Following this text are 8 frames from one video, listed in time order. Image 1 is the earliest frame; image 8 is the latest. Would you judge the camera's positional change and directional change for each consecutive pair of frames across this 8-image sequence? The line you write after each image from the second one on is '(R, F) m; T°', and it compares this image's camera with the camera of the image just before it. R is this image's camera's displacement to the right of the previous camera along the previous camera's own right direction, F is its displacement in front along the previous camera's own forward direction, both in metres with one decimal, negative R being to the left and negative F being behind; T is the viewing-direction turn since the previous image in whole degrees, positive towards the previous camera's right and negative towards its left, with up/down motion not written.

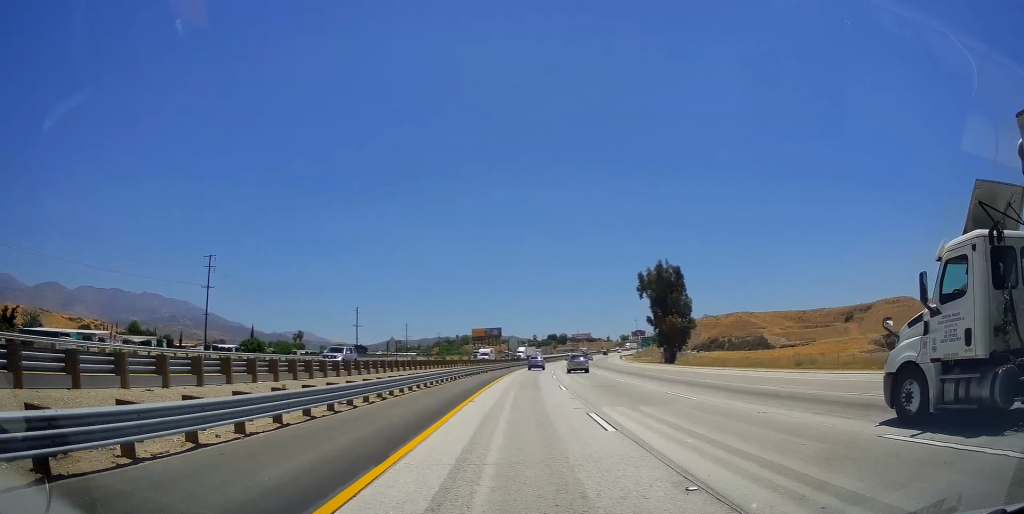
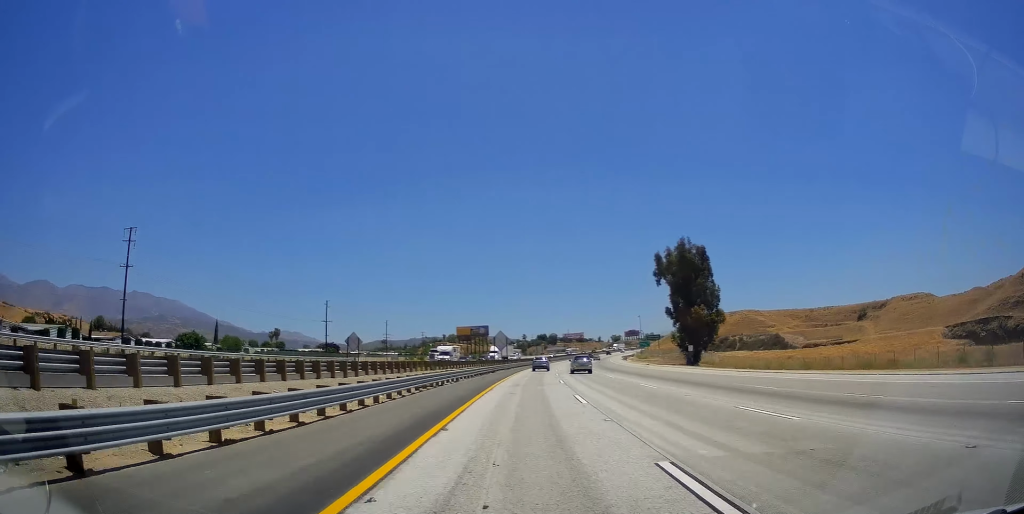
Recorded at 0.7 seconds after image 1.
(0.0, +21.9) m; +1°
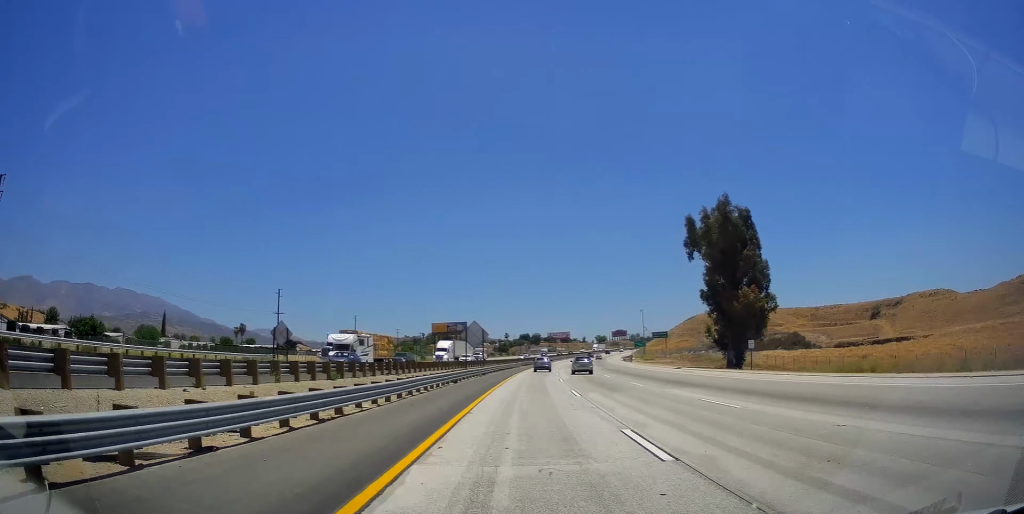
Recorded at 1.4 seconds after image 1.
(+0.4, +24.2) m; +2°
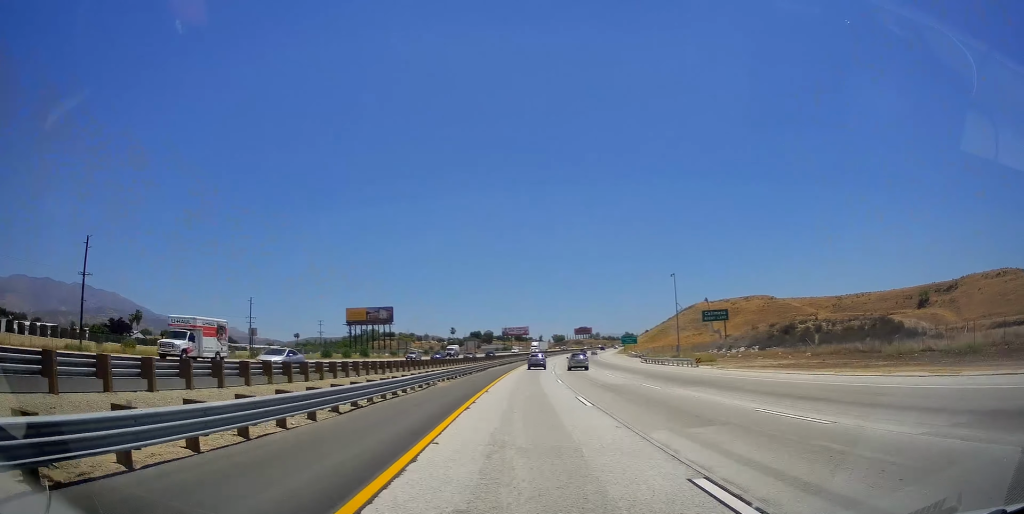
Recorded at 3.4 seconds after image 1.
(+2.5, +63.7) m; +5°
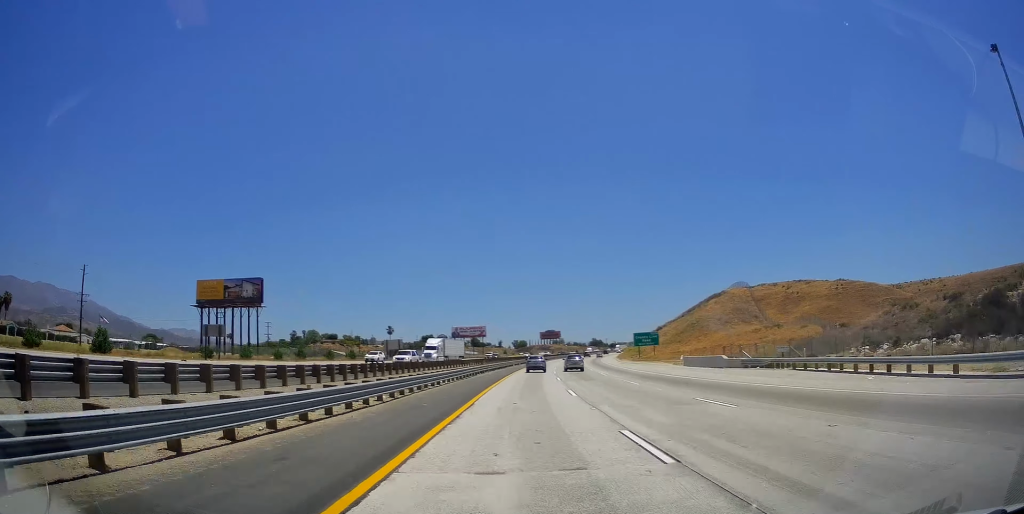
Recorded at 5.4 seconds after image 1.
(+2.2, +69.6) m; +3°
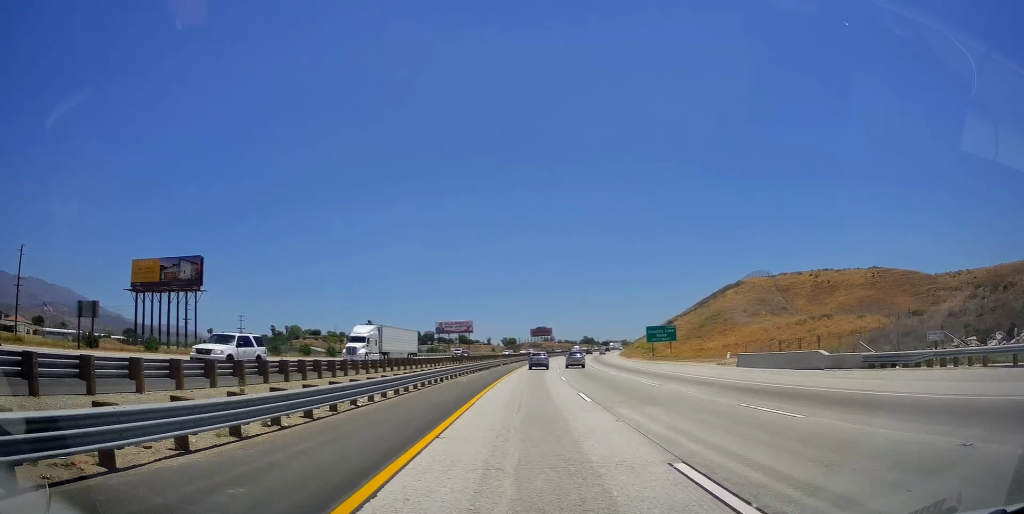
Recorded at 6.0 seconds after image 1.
(+0.1, +18.9) m; +1°
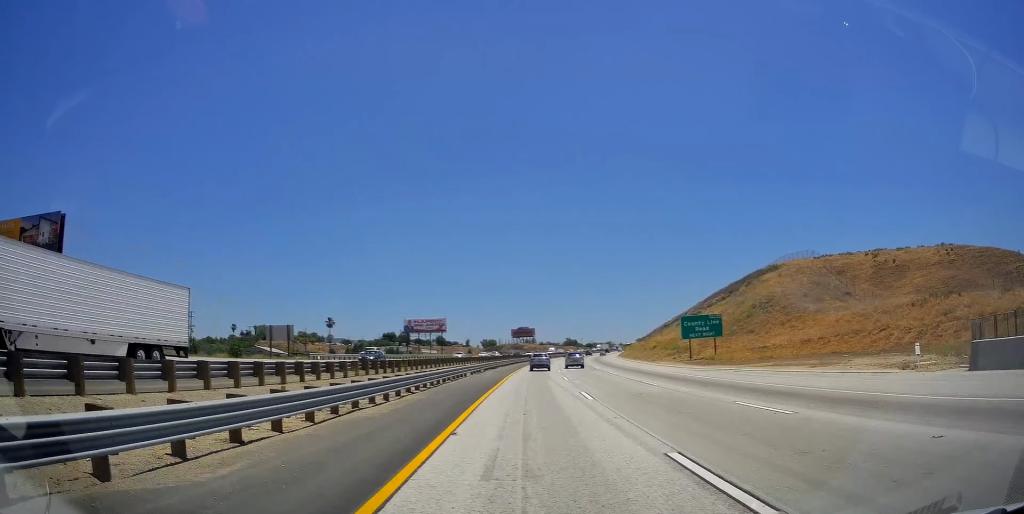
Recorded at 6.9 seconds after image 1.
(+0.2, +27.9) m; +2°
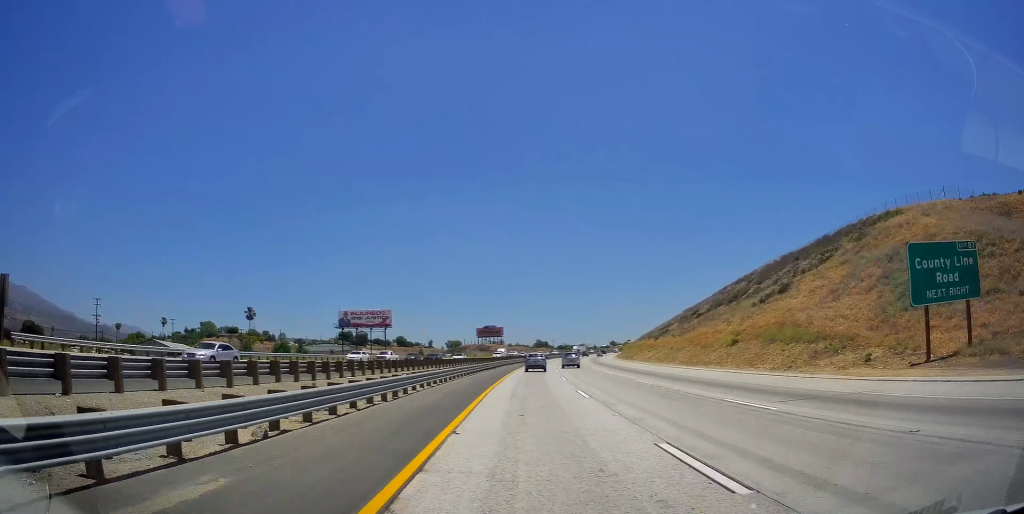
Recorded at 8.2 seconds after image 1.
(+1.4, +42.9) m; +3°
